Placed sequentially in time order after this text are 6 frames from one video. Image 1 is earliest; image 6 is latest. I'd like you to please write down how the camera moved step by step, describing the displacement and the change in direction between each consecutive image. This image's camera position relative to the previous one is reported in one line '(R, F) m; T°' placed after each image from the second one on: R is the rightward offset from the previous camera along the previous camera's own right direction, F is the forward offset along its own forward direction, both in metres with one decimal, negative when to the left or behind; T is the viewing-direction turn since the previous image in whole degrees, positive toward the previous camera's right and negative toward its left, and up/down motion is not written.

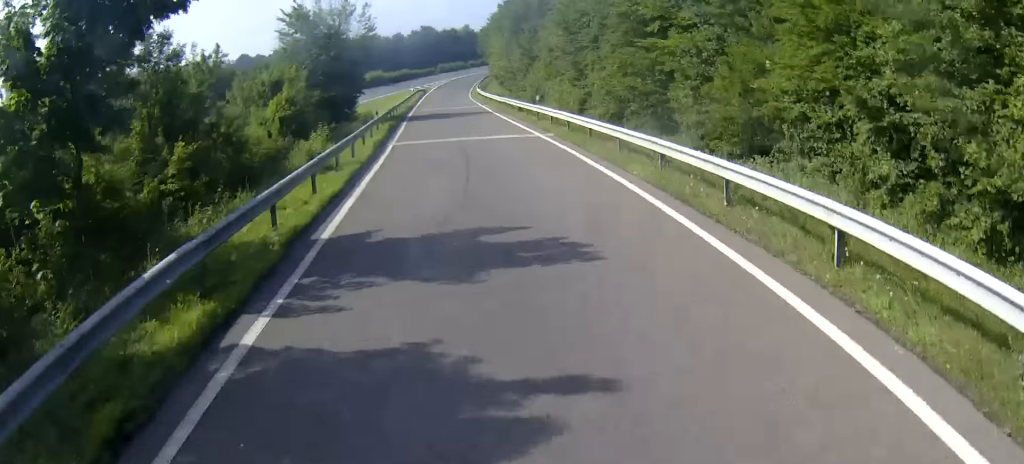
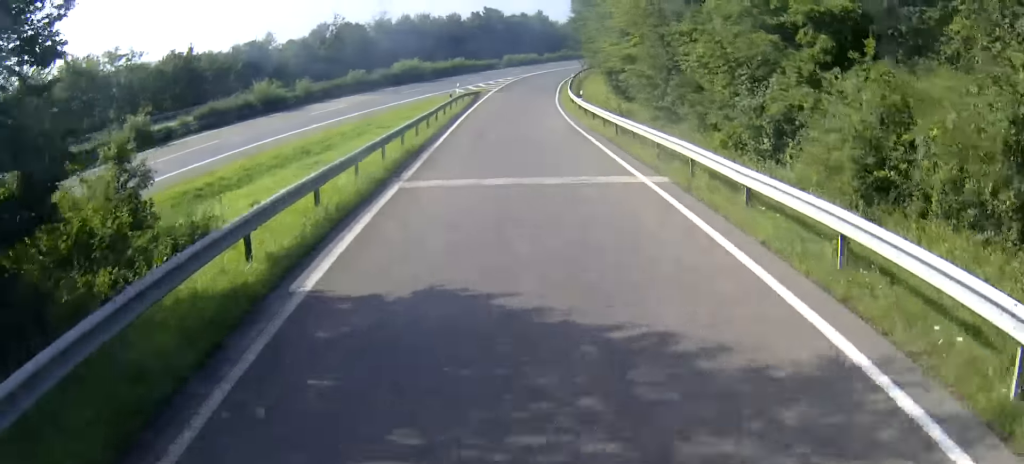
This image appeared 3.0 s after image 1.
(-4.9, +41.3) m; -9°
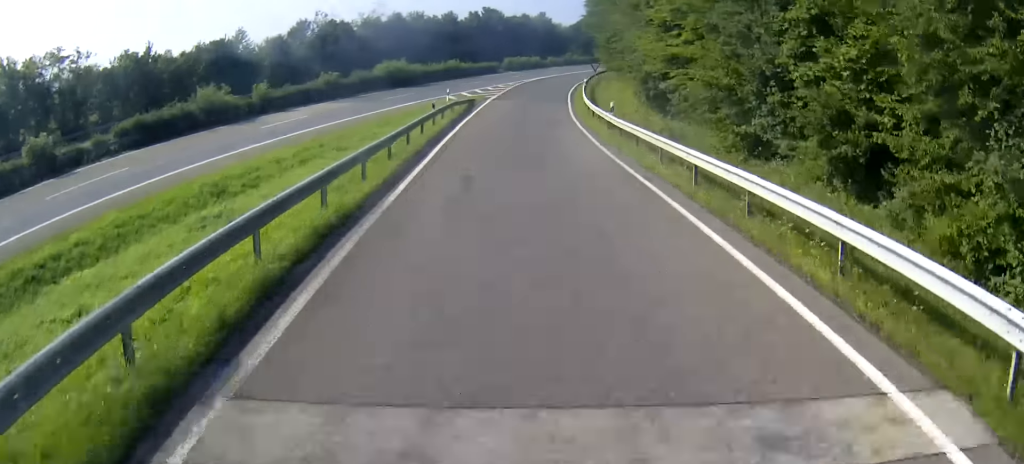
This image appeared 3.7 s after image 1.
(-0.1, +11.5) m; 0°
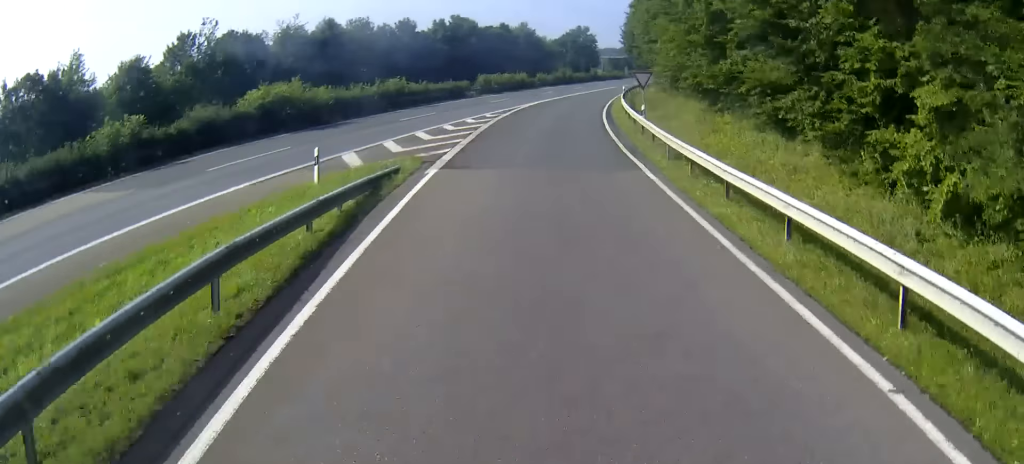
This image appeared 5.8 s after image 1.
(+0.4, +32.8) m; +5°
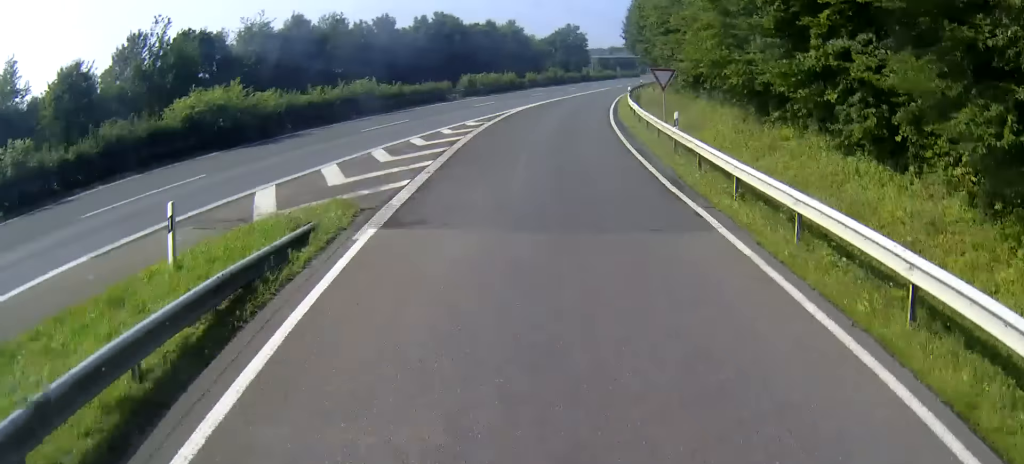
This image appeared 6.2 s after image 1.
(0.0, +8.1) m; +3°
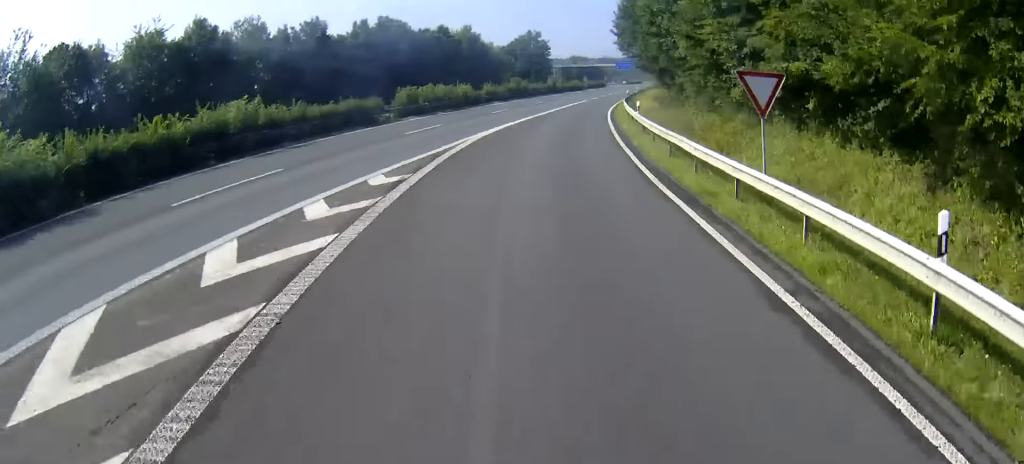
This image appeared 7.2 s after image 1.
(+1.2, +16.1) m; +4°
